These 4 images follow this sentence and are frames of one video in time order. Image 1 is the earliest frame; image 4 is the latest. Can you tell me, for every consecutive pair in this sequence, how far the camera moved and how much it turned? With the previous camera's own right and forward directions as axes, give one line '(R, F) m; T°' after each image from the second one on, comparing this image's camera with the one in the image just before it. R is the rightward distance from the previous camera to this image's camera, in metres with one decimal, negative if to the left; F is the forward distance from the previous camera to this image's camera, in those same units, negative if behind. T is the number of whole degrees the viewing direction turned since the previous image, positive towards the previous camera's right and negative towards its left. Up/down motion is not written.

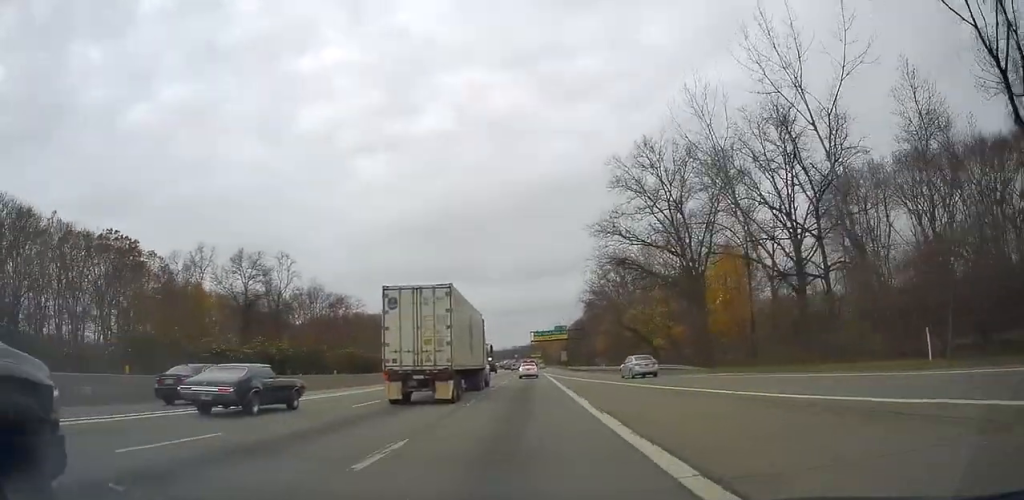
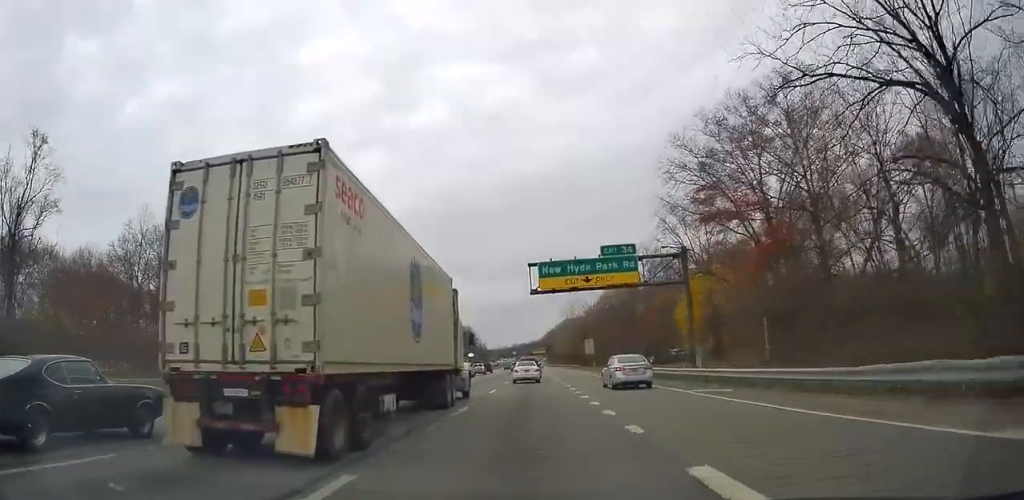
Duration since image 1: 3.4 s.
(+1.0, +82.9) m; +2°
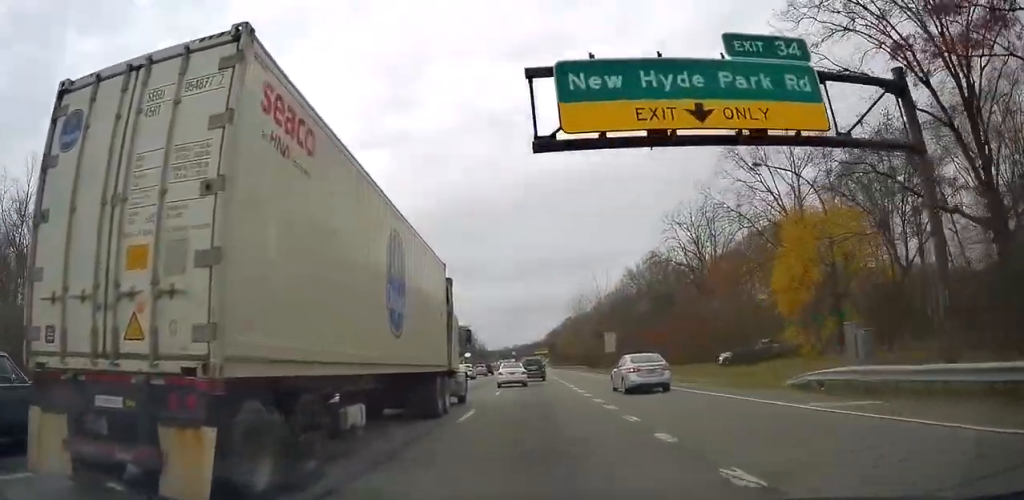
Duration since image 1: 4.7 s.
(-0.2, +27.1) m; 0°
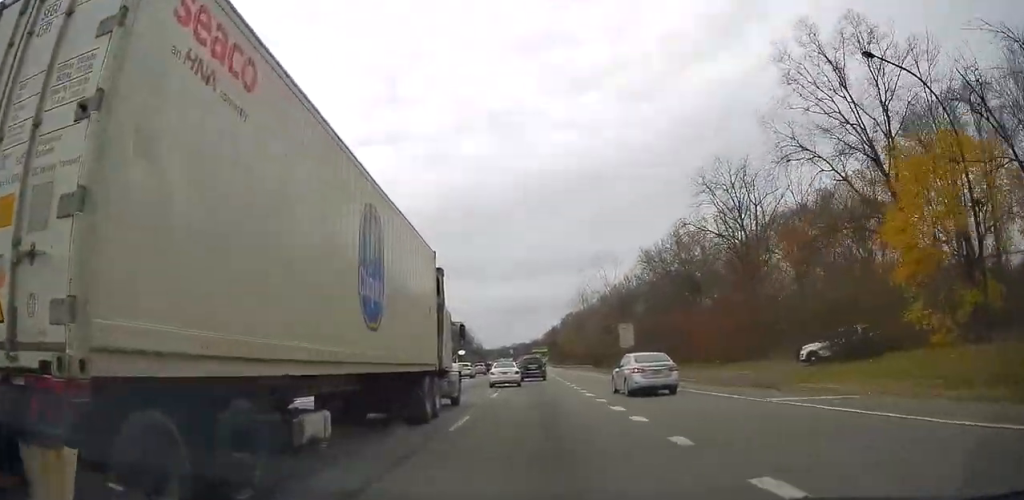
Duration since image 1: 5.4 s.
(0.0, +14.5) m; 0°
